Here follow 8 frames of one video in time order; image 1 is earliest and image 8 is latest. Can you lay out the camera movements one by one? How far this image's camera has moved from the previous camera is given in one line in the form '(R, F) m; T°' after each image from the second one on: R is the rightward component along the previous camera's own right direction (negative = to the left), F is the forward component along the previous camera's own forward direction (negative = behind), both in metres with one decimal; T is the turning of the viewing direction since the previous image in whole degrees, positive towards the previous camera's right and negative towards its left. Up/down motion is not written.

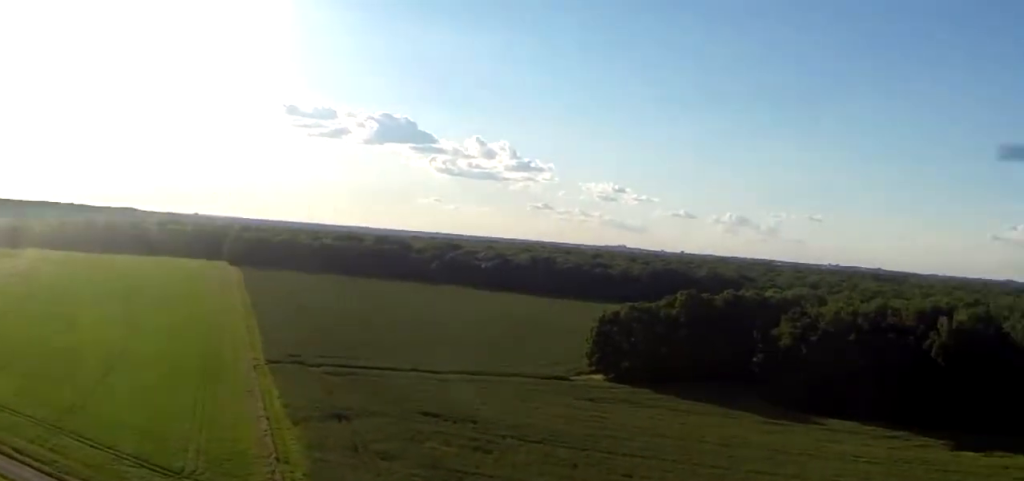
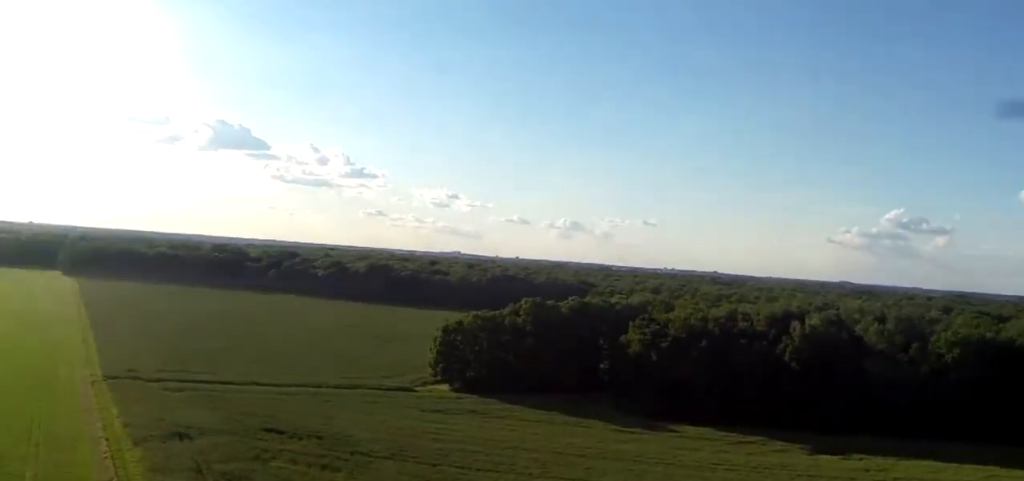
(+0.5, +4.3) m; +12°
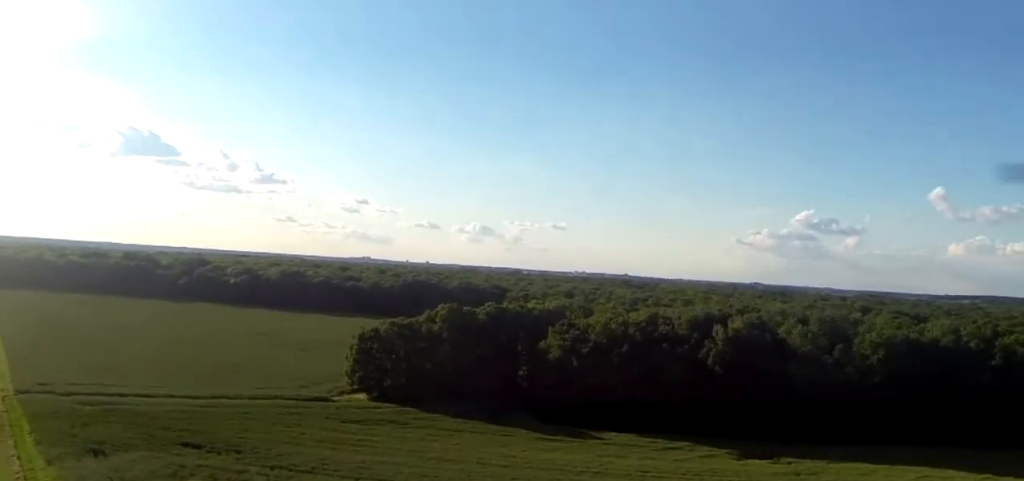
(+0.1, +3.2) m; +10°
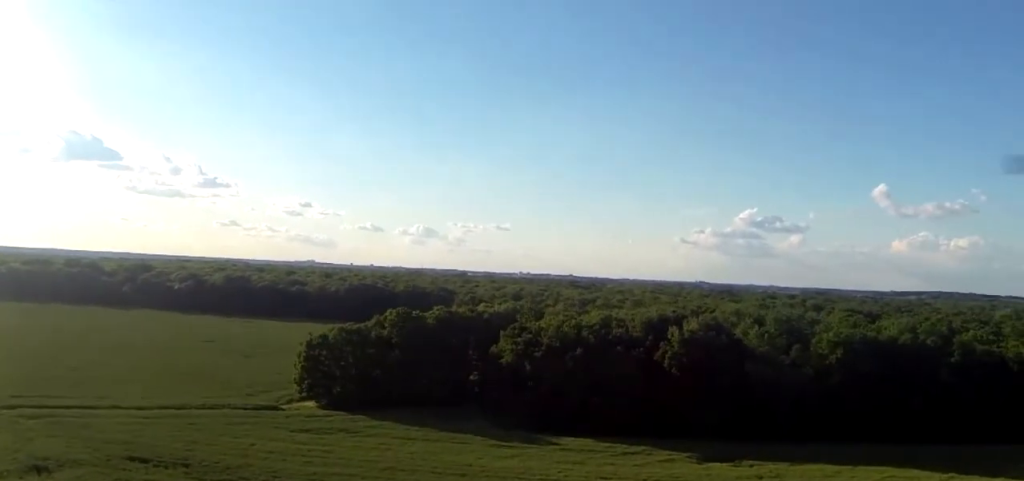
(+0.6, +3.7) m; +14°
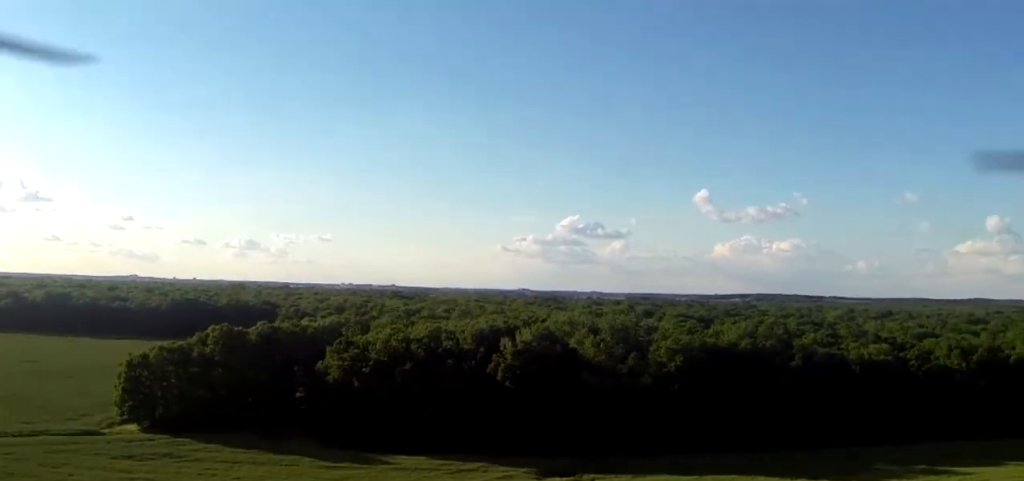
(+1.5, +6.6) m; +23°
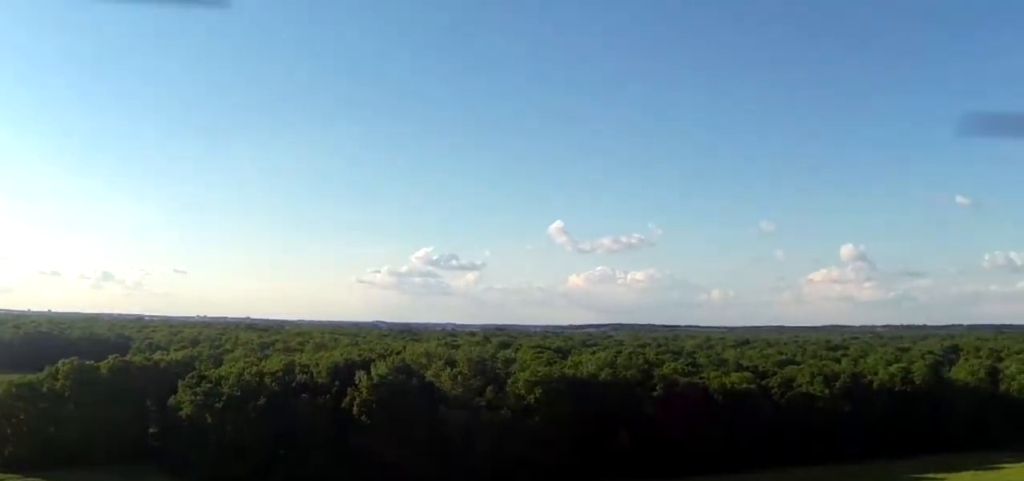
(+0.4, +4.2) m; +11°
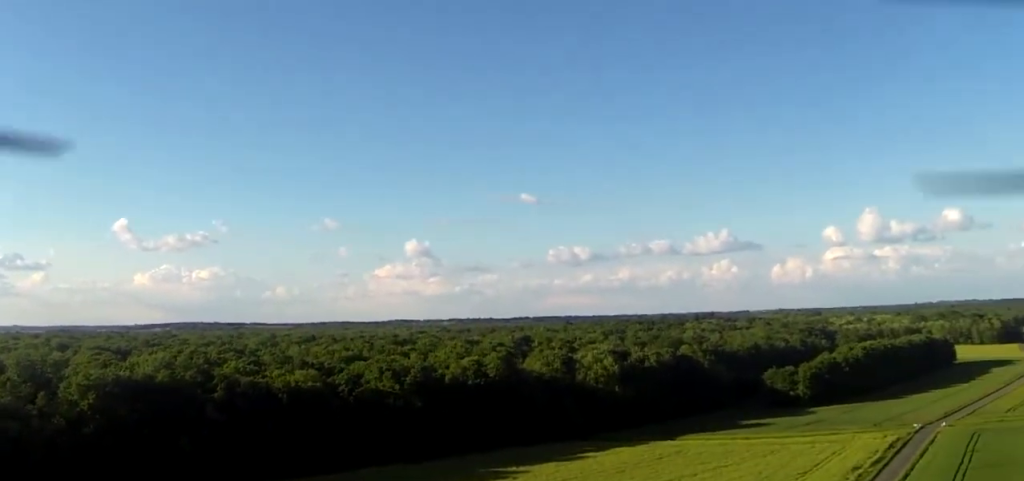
(+4.8, +17.5) m; +30°
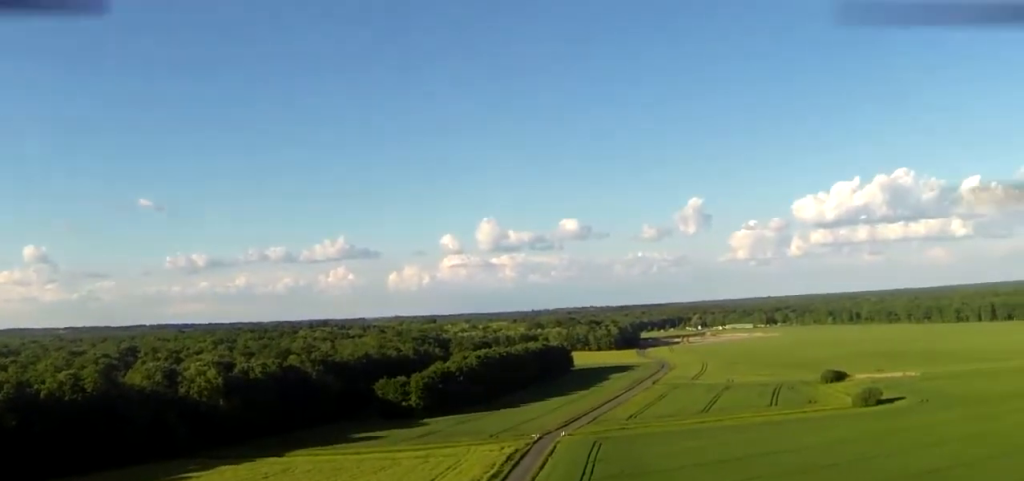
(+3.6, +18.7) m; +20°
